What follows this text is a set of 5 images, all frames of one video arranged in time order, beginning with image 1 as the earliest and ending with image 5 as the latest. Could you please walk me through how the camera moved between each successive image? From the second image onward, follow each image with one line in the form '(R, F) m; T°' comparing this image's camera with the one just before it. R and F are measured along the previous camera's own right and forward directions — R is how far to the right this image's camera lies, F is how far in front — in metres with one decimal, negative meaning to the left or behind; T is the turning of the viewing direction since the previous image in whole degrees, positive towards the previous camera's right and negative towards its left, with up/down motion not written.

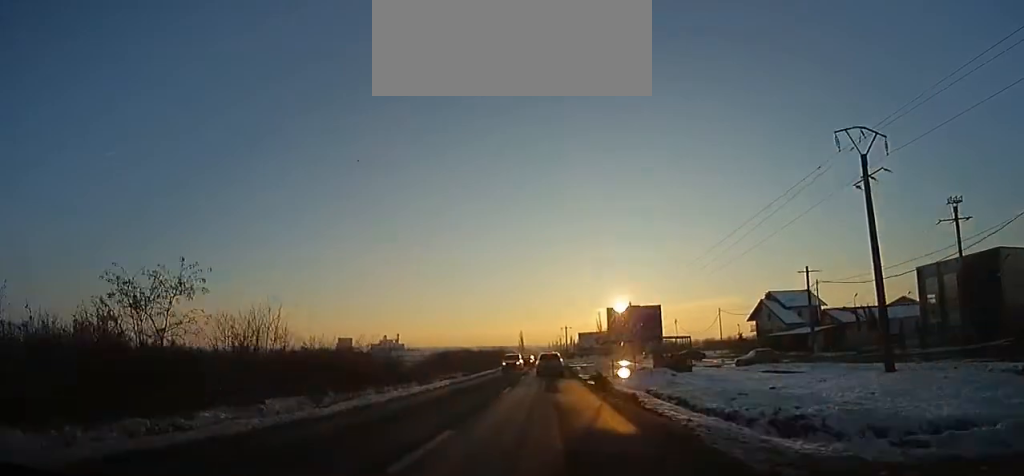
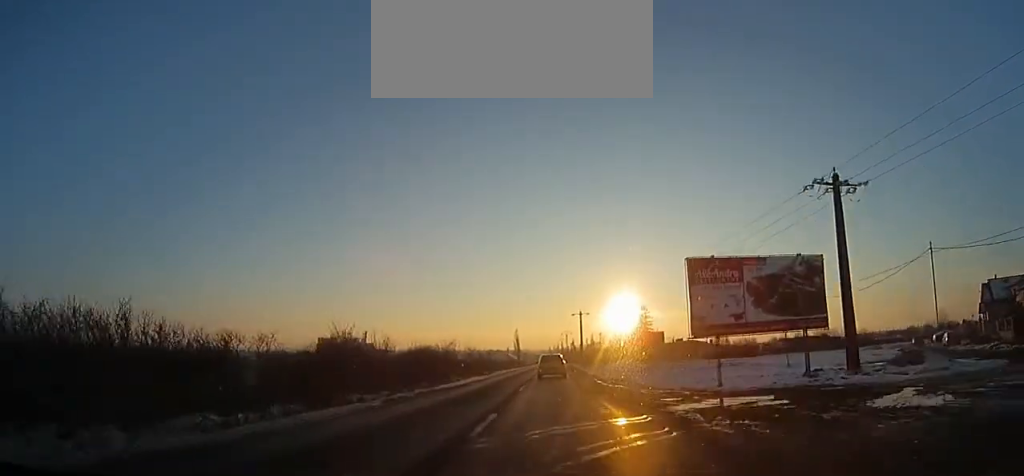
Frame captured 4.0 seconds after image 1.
(0.0, +64.6) m; +1°
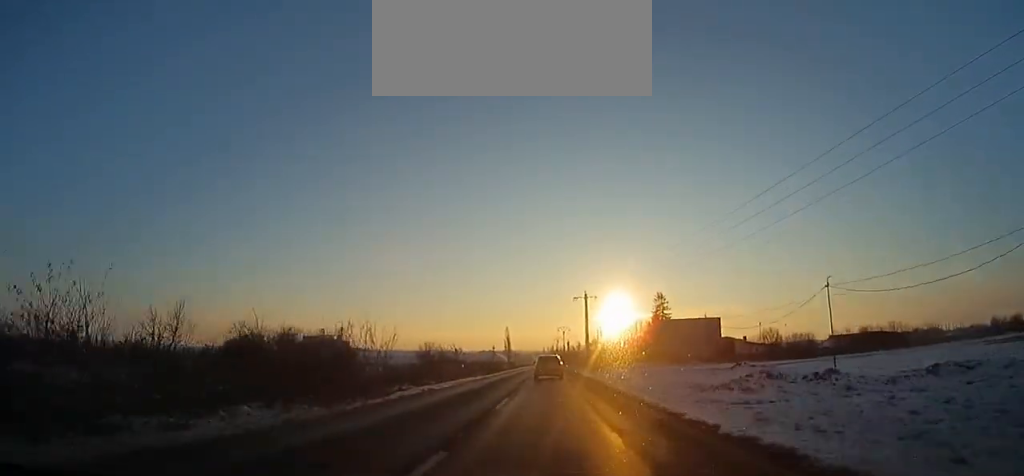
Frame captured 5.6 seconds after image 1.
(+0.1, +26.7) m; 0°
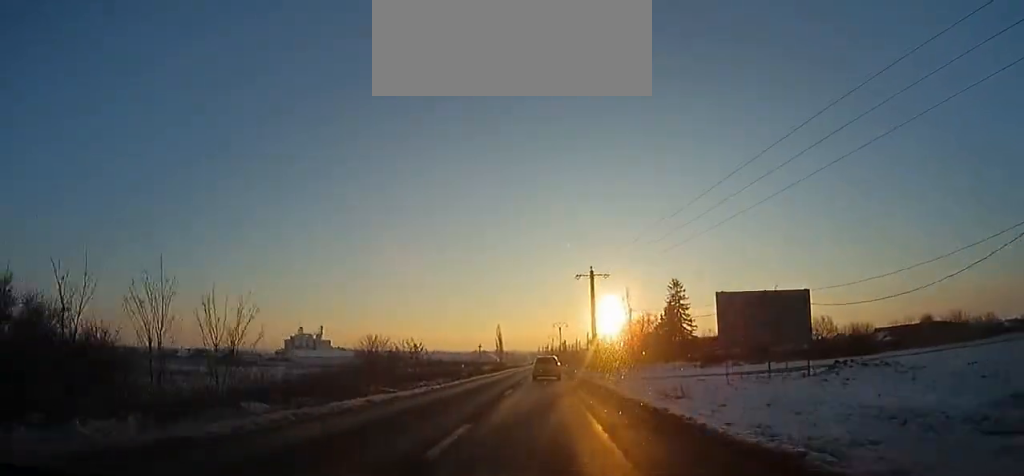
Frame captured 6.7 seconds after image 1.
(-0.1, +17.6) m; 0°
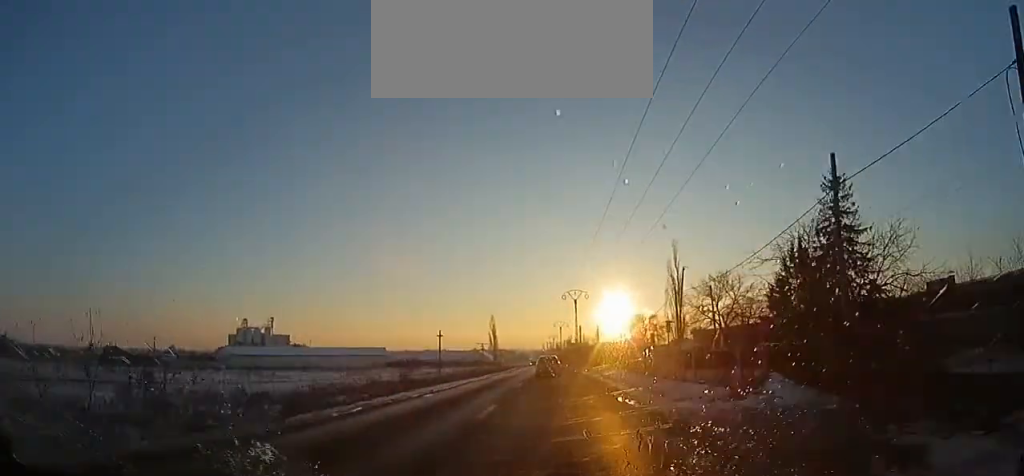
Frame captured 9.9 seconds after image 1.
(-0.9, +50.6) m; 0°
